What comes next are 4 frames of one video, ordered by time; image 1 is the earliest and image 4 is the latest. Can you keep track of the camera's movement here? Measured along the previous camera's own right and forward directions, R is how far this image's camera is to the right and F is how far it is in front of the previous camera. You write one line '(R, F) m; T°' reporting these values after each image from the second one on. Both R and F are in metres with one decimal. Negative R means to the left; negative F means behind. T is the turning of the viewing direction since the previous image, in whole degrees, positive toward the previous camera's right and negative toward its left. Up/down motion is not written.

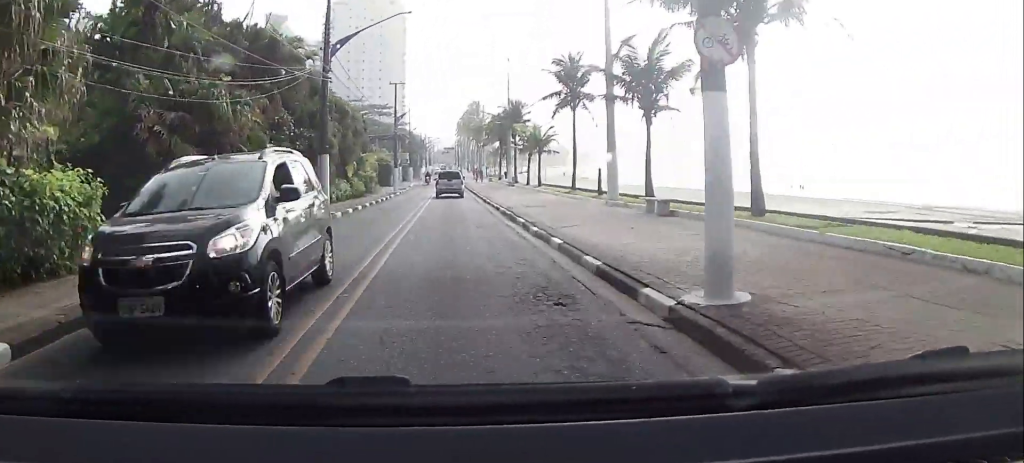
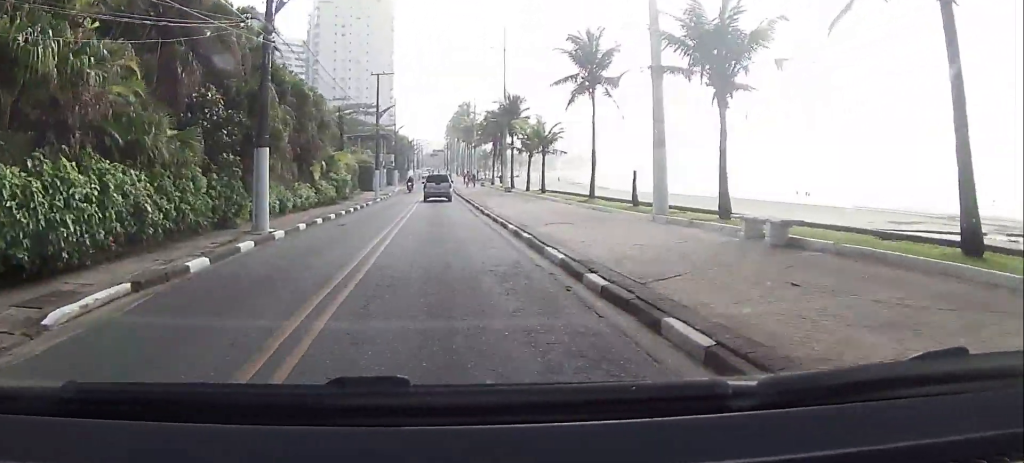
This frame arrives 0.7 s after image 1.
(-0.1, +7.8) m; -1°
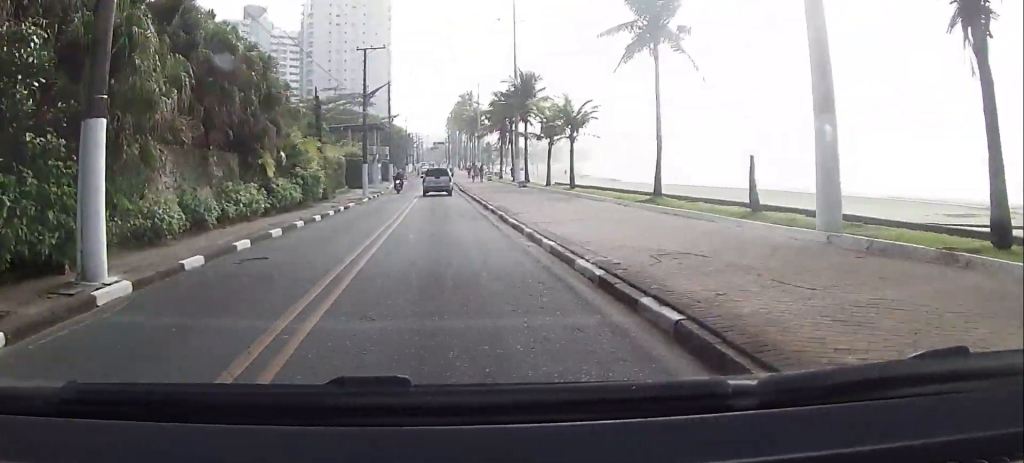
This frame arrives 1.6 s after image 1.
(0.0, +9.7) m; +1°
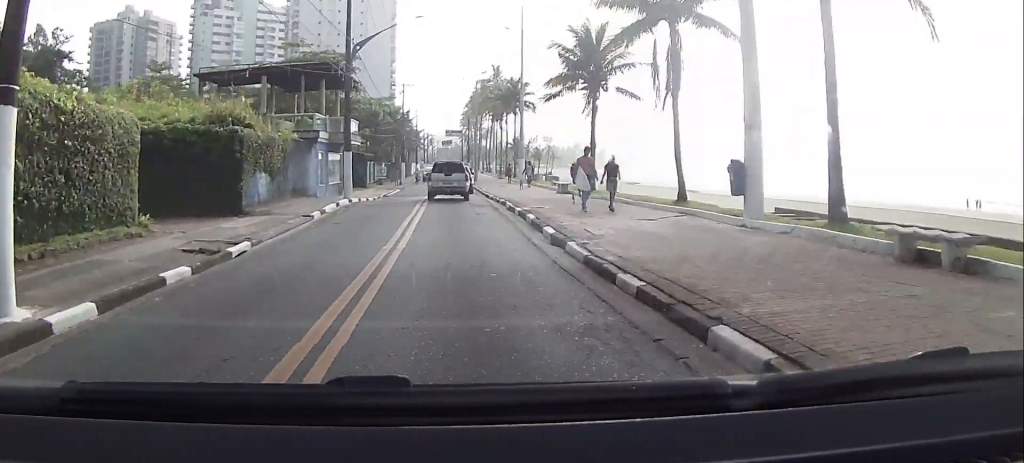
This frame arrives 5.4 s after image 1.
(+1.2, +41.7) m; +2°
